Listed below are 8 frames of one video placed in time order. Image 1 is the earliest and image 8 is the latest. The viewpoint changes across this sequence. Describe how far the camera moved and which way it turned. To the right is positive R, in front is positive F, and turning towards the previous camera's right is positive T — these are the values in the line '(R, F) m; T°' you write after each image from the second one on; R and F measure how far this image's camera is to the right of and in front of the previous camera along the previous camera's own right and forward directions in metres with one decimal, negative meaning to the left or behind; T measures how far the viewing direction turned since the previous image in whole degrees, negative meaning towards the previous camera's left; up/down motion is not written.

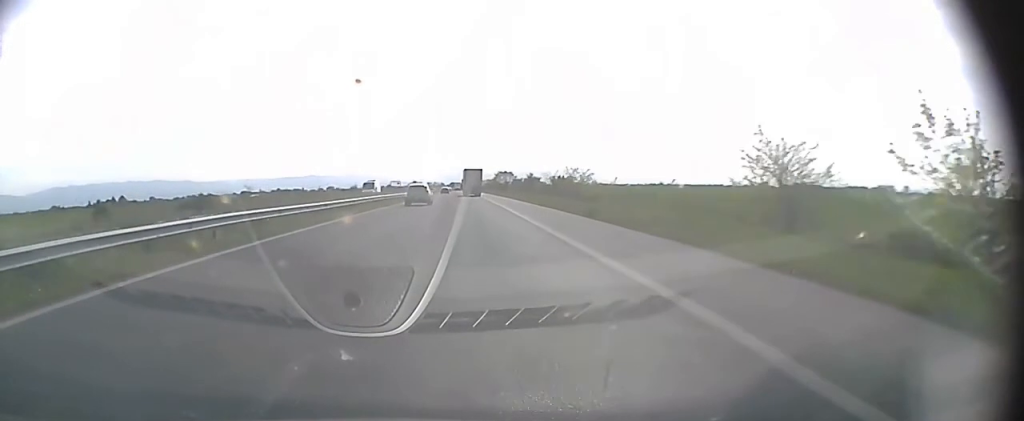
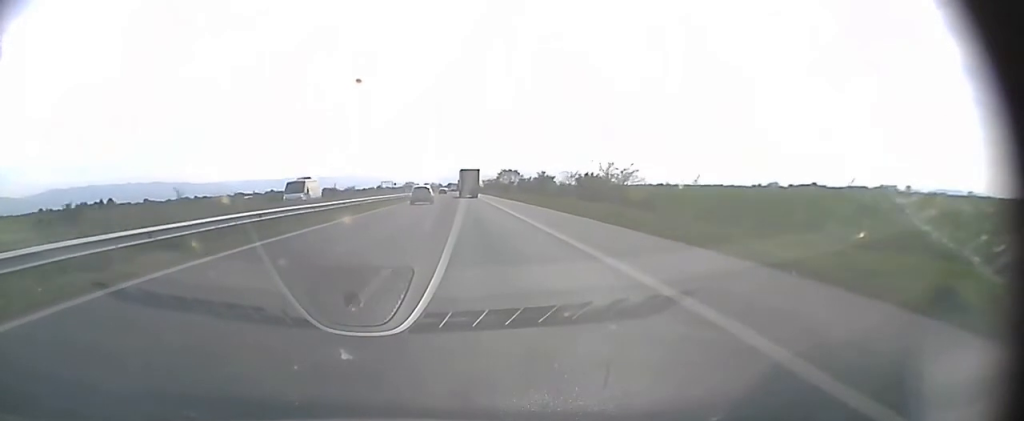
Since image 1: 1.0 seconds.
(-0.1, +29.1) m; 0°
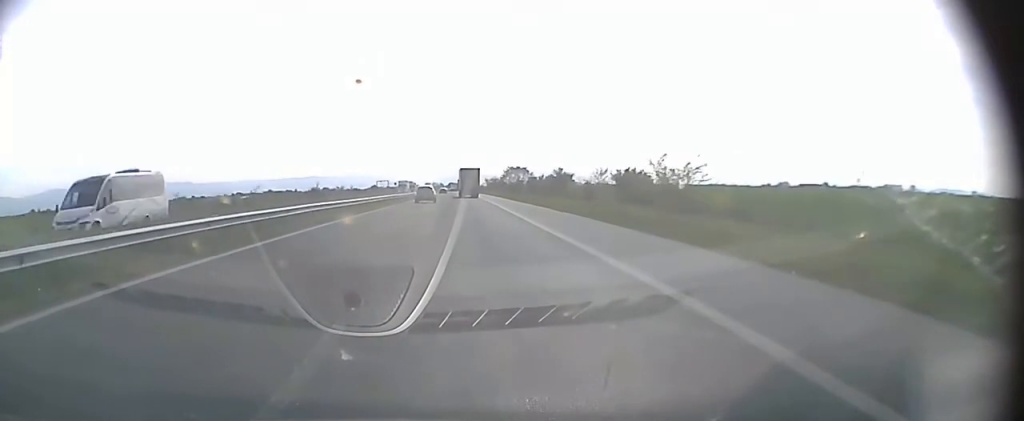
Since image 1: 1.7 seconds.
(0.0, +20.5) m; 0°
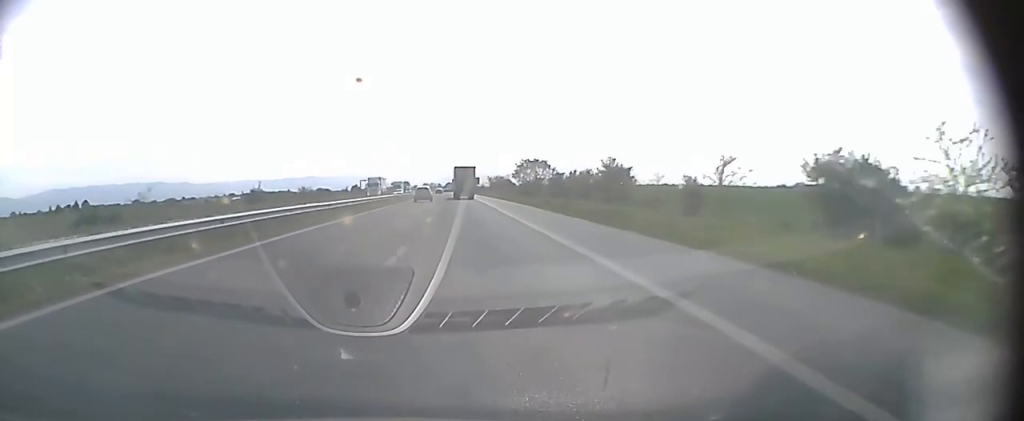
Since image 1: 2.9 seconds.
(0.0, +35.3) m; 0°
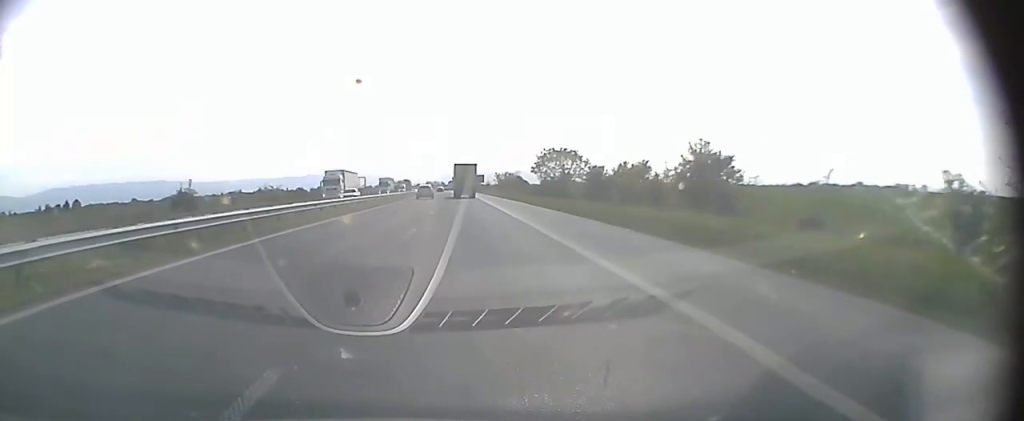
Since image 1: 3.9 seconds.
(0.0, +29.6) m; -1°
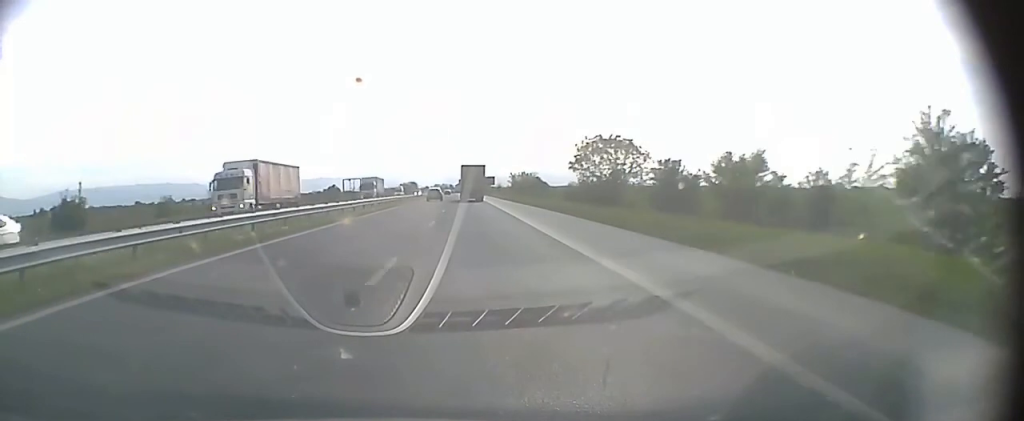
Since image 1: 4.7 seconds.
(-0.2, +23.9) m; 0°
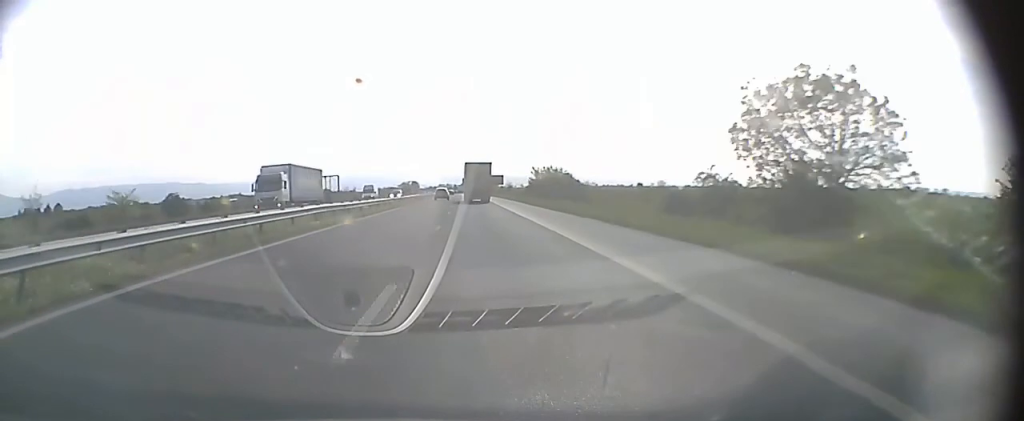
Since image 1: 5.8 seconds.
(-0.1, +33.1) m; 0°
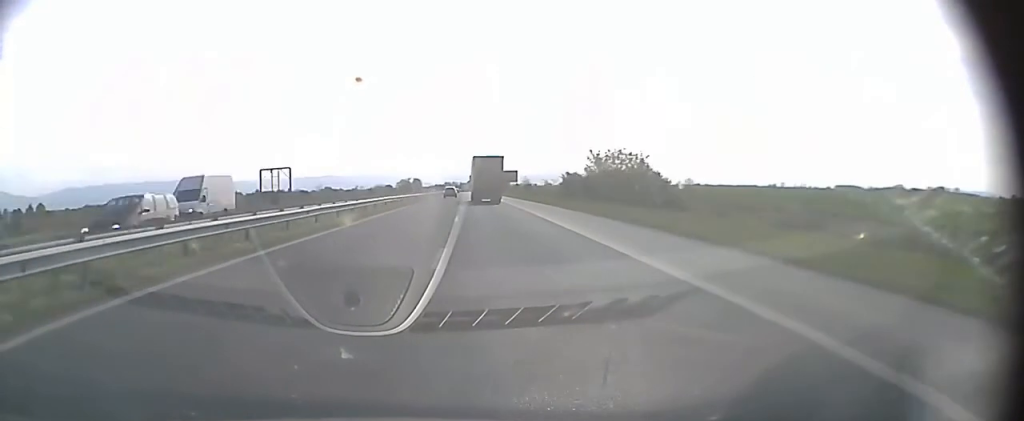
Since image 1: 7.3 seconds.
(0.0, +45.7) m; 0°
